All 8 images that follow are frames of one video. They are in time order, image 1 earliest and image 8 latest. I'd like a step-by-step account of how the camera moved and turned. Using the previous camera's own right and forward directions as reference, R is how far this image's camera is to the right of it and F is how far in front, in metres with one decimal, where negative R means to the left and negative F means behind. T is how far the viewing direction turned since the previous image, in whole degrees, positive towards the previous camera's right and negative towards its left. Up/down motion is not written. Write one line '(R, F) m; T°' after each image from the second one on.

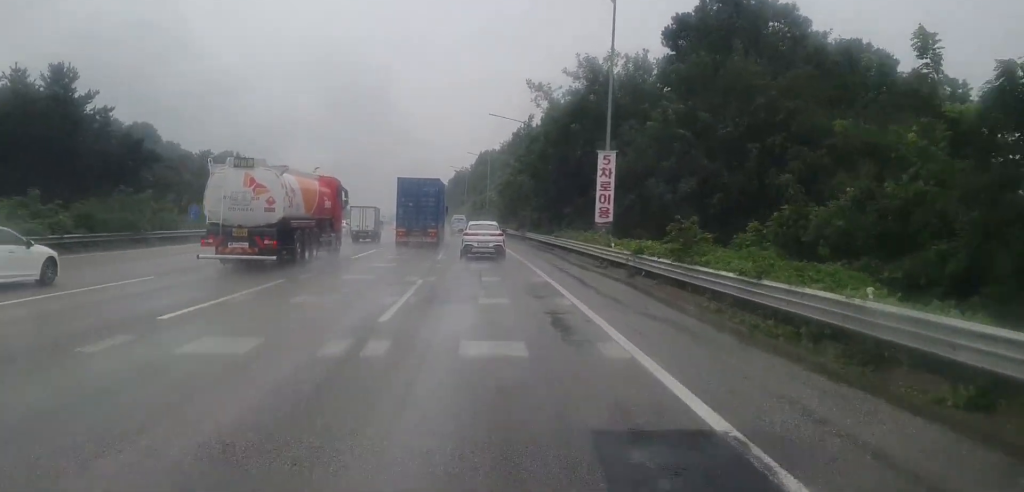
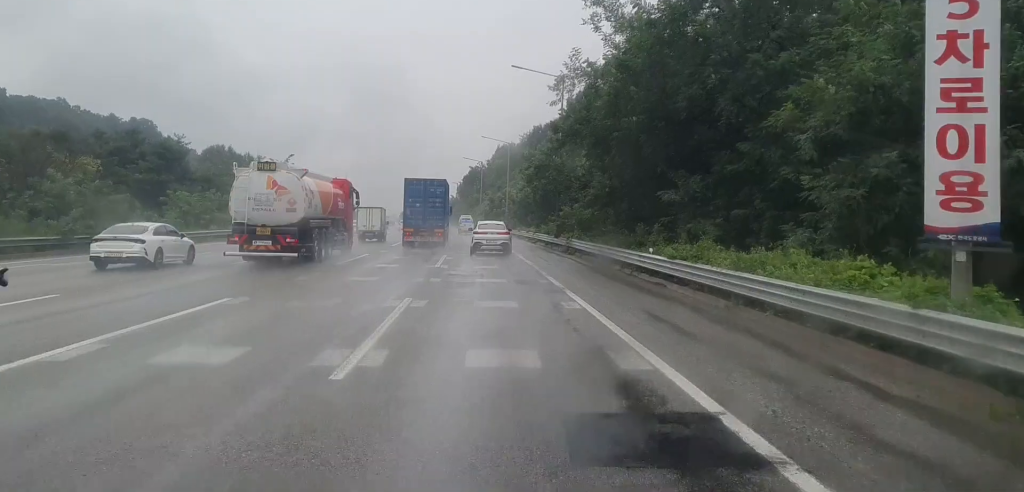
(-0.2, +25.7) m; -2°
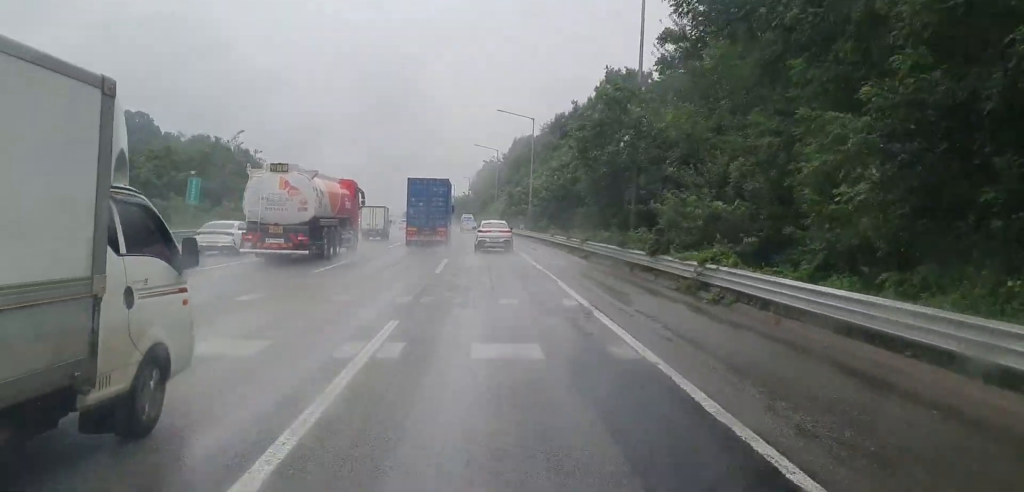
(-0.2, +24.6) m; -1°
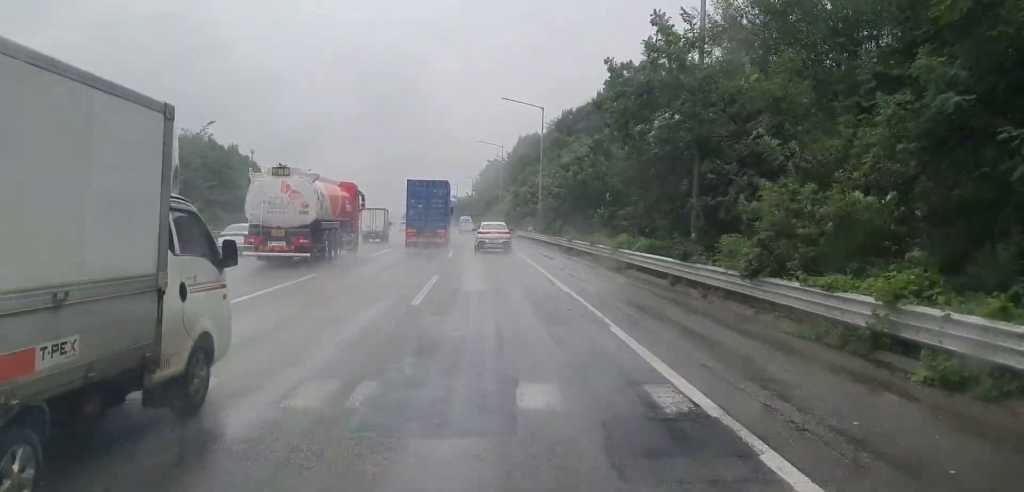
(0.0, +8.6) m; 0°
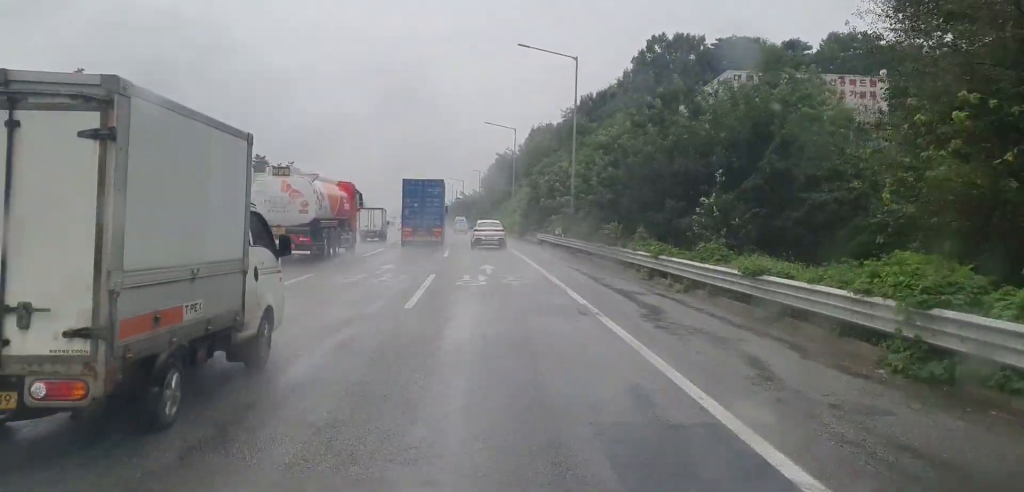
(-0.4, +20.9) m; -1°
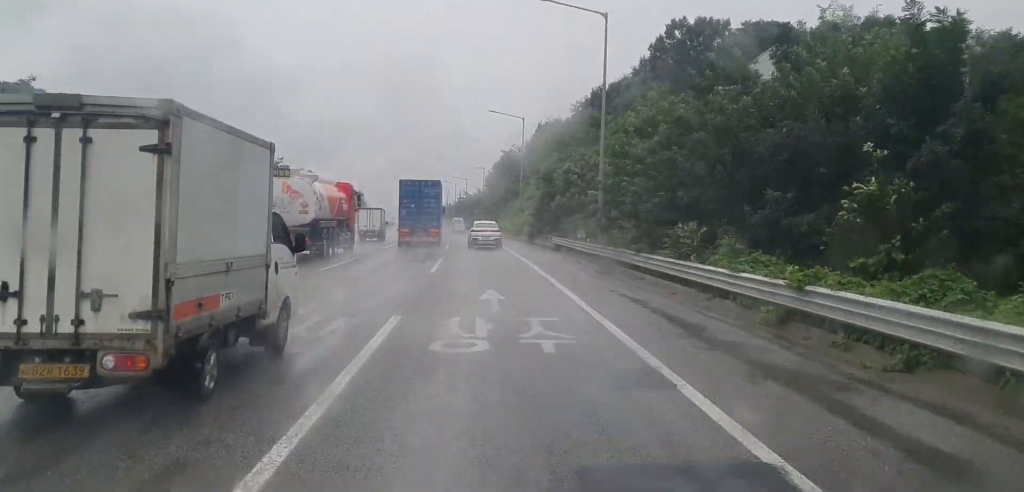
(0.0, +10.4) m; 0°
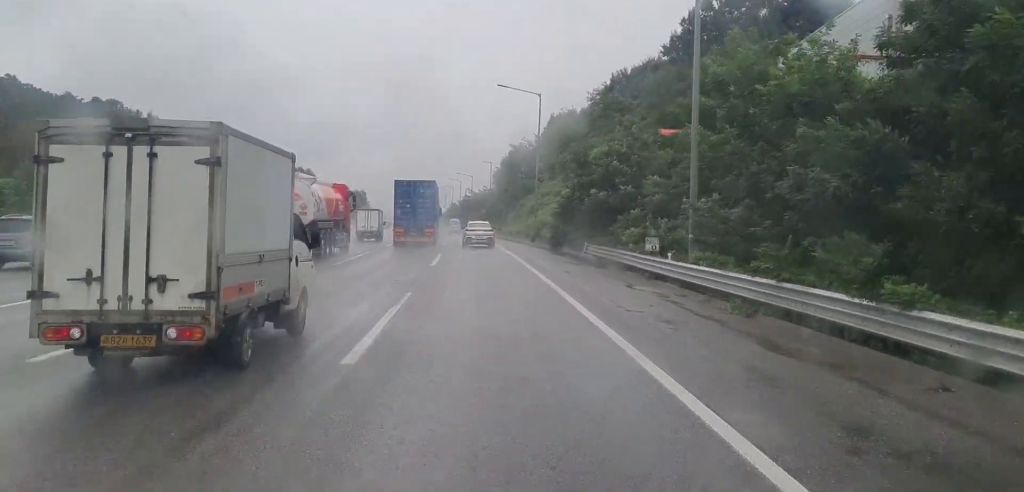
(0.0, +16.0) m; 0°
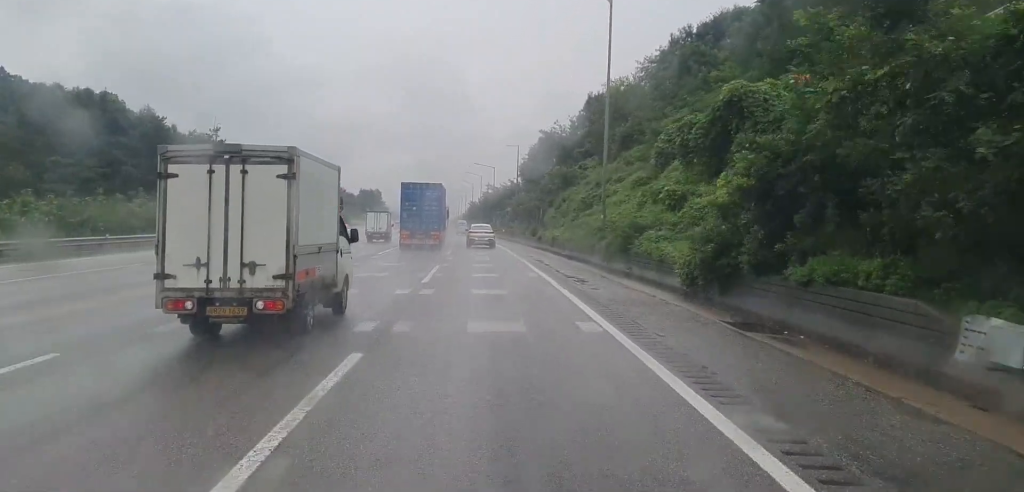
(-0.3, +28.6) m; -2°
